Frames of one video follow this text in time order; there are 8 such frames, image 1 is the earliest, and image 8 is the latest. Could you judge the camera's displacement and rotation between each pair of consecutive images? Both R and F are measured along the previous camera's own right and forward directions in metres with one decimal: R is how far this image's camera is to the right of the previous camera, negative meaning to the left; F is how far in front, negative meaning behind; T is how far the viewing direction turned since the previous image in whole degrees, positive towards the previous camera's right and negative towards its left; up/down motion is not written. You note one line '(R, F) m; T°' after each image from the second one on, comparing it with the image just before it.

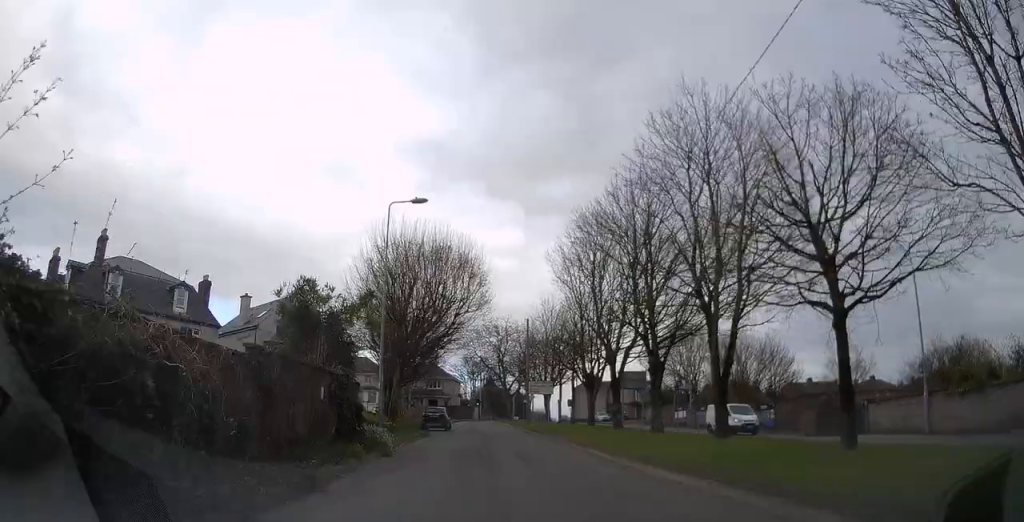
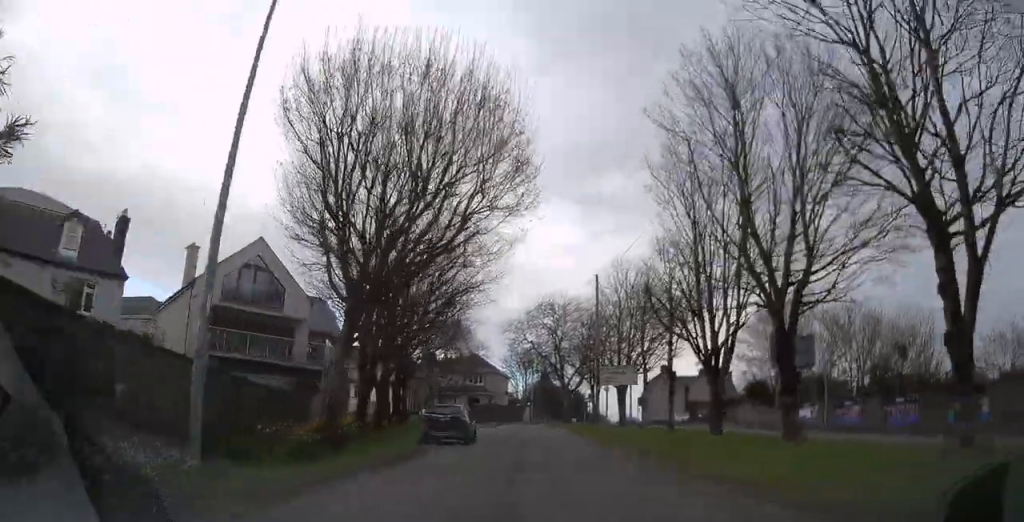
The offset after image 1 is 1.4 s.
(-2.7, +17.0) m; -16°
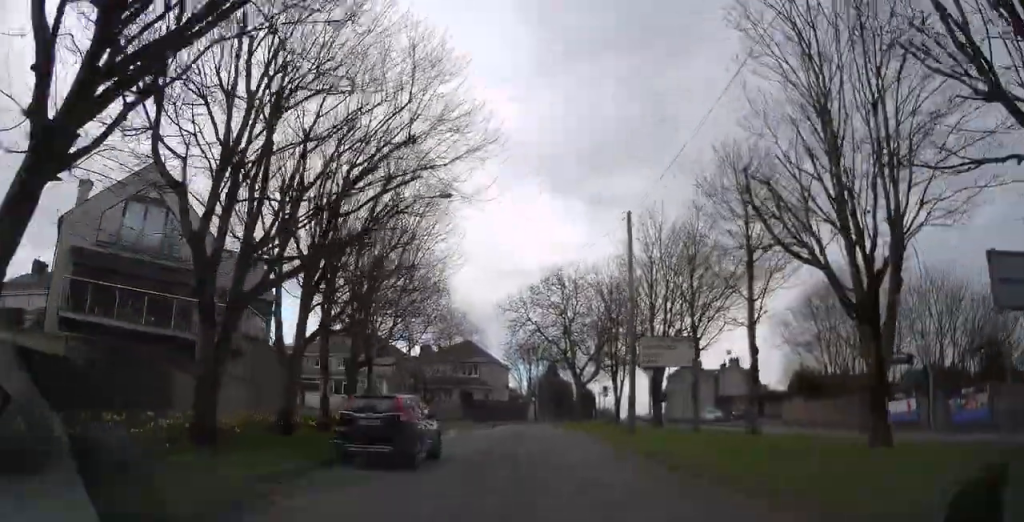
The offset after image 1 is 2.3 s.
(-0.9, +11.4) m; -8°
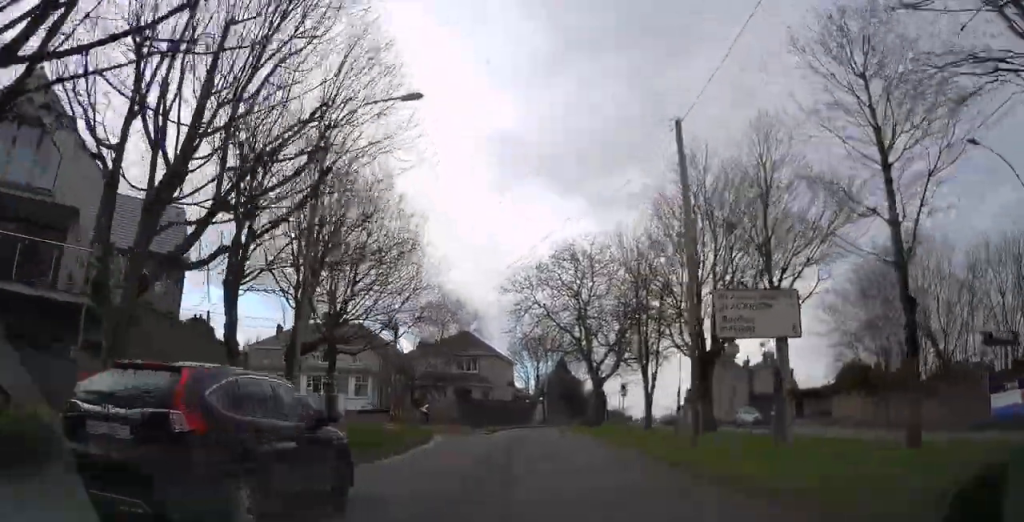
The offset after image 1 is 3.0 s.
(-0.4, +8.6) m; -4°
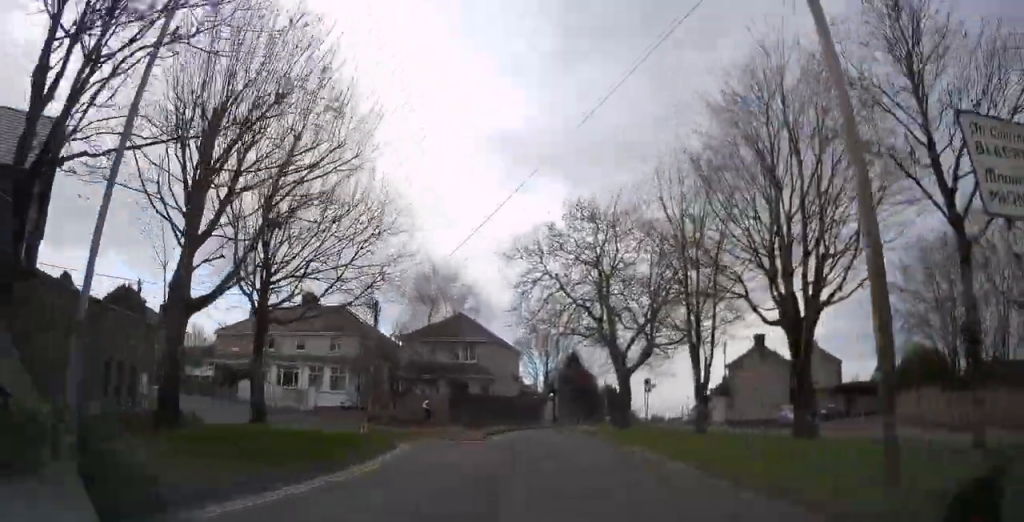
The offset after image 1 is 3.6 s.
(-0.6, +8.7) m; -1°
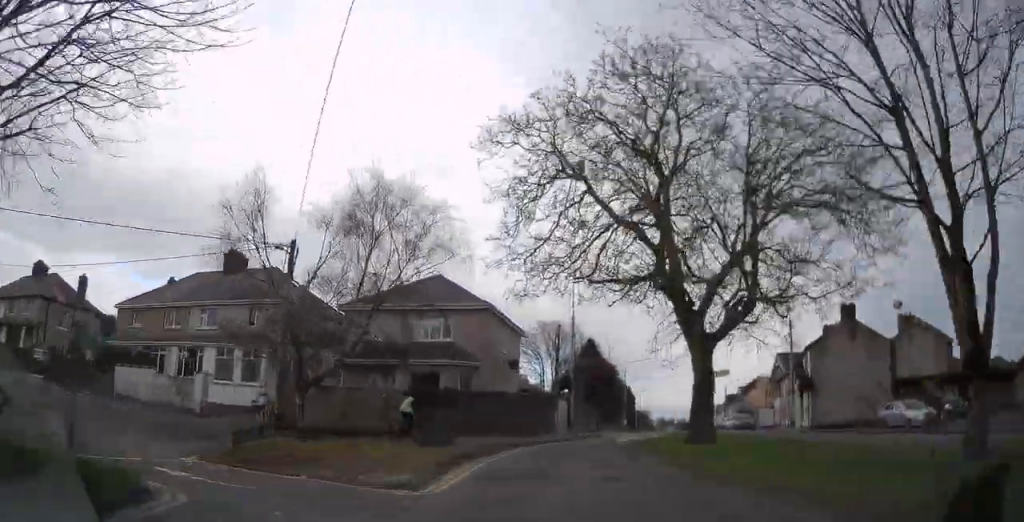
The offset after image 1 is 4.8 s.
(+0.6, +15.4) m; +4°
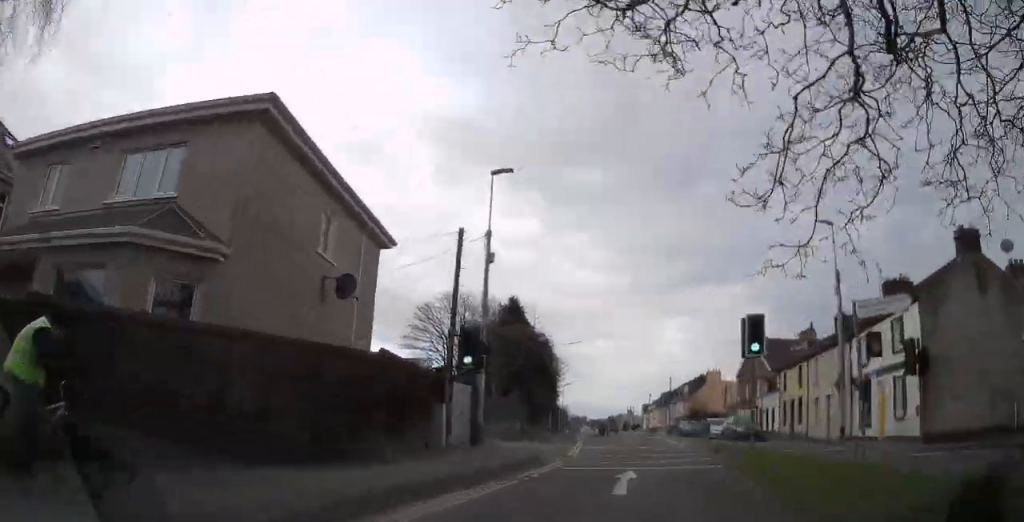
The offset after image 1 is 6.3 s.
(+0.6, +19.1) m; +3°
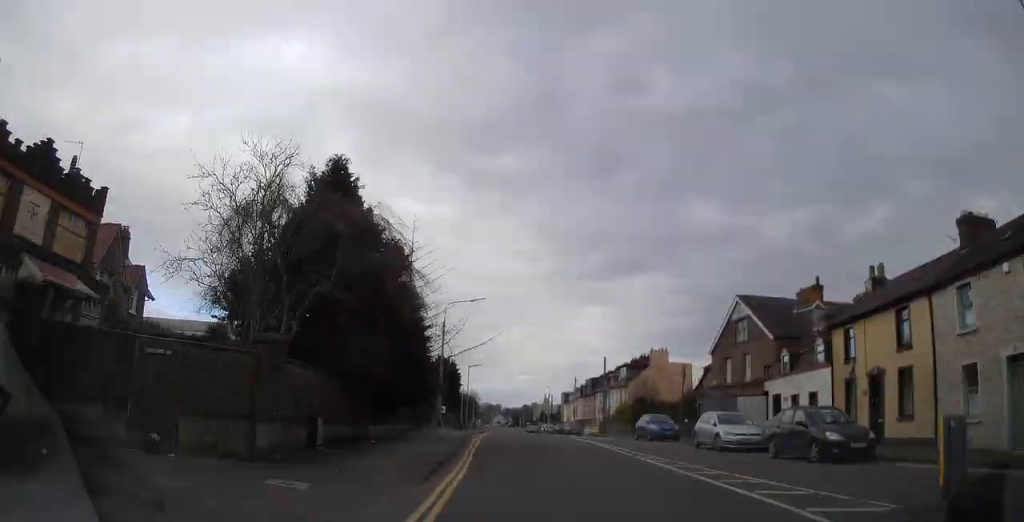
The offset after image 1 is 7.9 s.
(+0.8, +20.2) m; +6°
